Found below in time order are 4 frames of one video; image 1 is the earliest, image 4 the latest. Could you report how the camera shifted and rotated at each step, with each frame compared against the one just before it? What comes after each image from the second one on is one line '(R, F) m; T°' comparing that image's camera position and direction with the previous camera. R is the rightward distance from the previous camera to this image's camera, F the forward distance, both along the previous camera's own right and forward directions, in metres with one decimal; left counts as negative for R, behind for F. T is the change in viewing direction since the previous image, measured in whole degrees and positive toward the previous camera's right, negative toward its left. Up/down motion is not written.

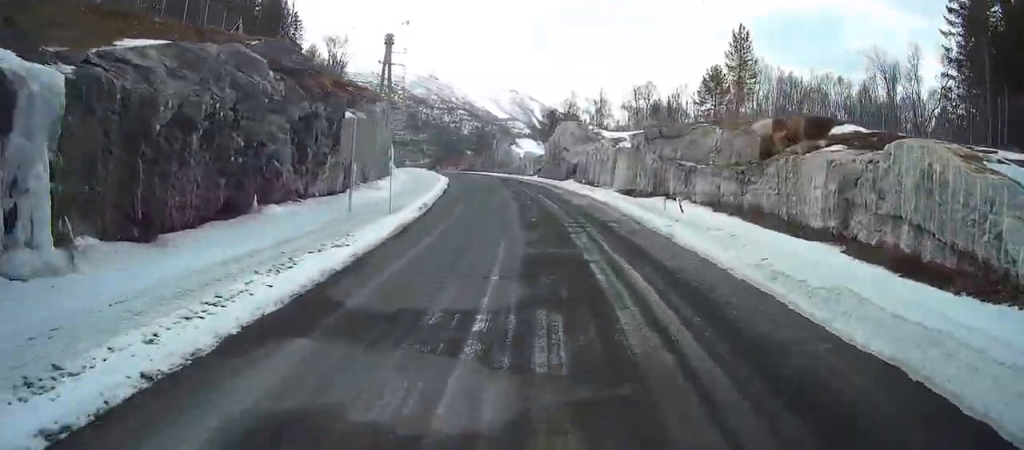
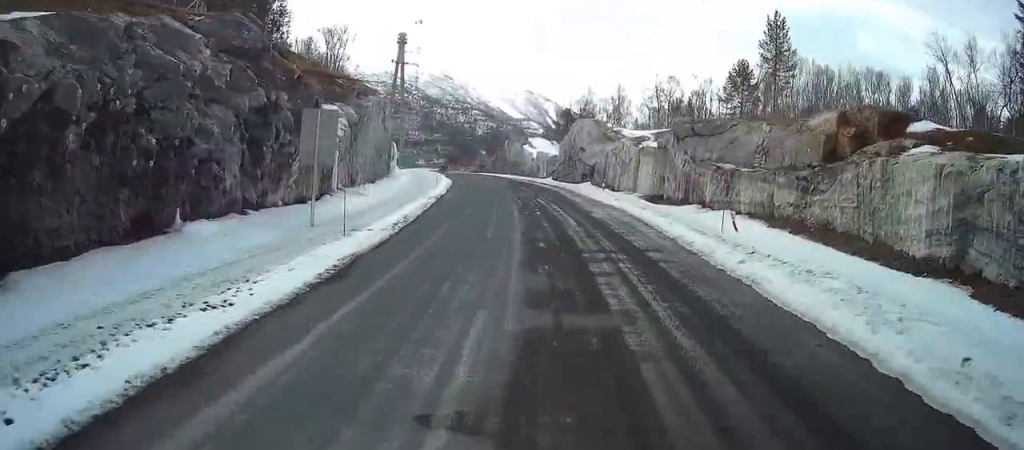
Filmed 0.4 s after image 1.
(0.0, +7.3) m; -1°
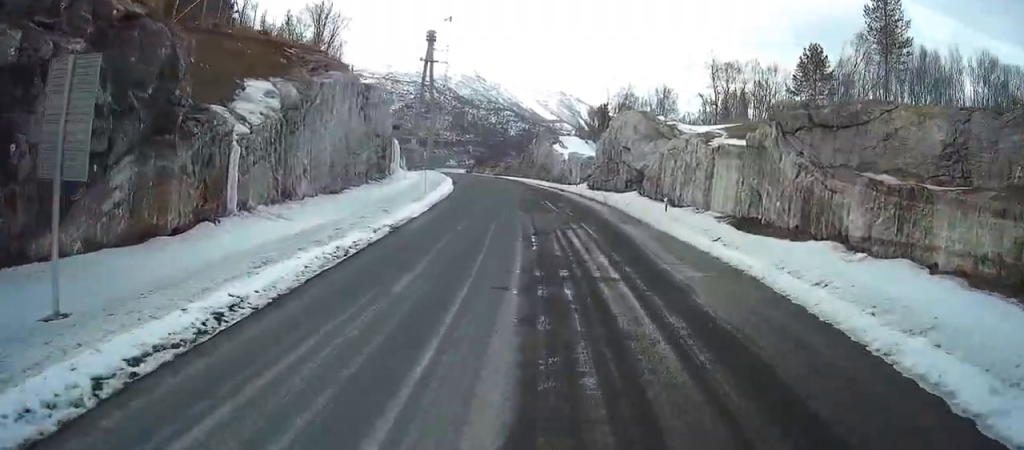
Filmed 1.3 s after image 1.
(-0.3, +16.9) m; -3°
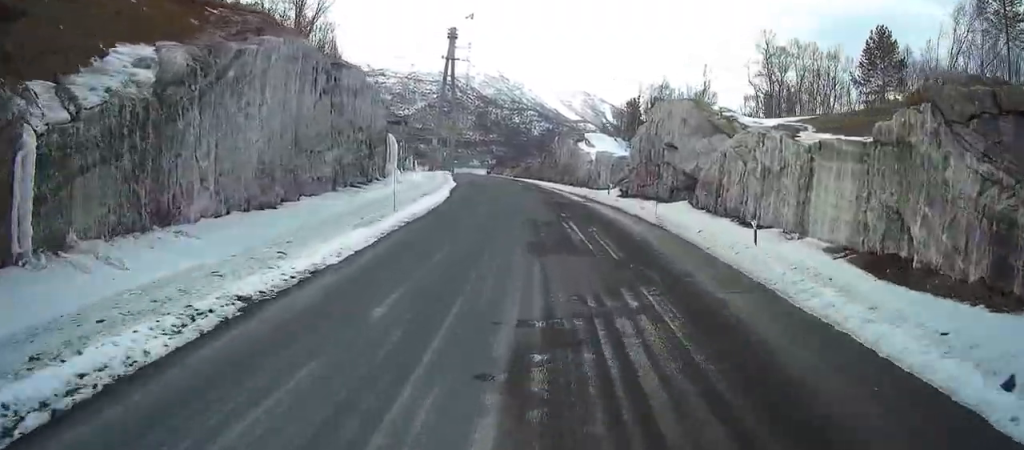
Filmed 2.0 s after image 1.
(-0.3, +12.6) m; -4°
